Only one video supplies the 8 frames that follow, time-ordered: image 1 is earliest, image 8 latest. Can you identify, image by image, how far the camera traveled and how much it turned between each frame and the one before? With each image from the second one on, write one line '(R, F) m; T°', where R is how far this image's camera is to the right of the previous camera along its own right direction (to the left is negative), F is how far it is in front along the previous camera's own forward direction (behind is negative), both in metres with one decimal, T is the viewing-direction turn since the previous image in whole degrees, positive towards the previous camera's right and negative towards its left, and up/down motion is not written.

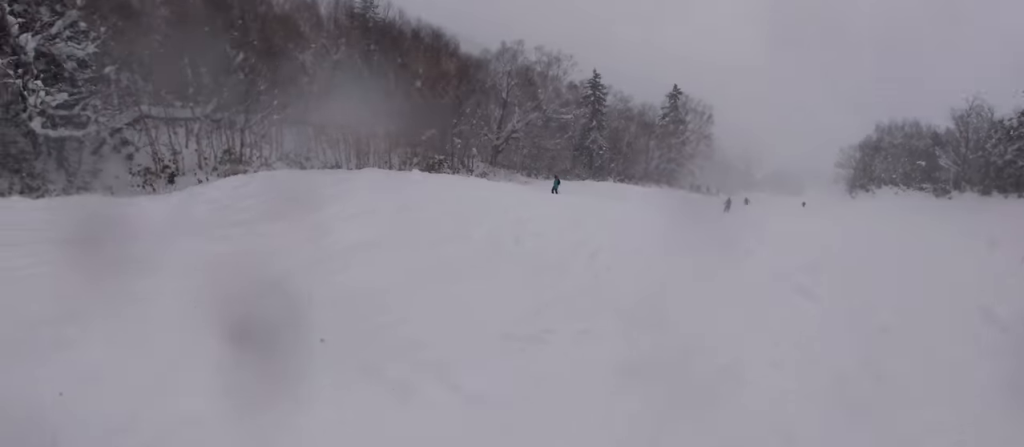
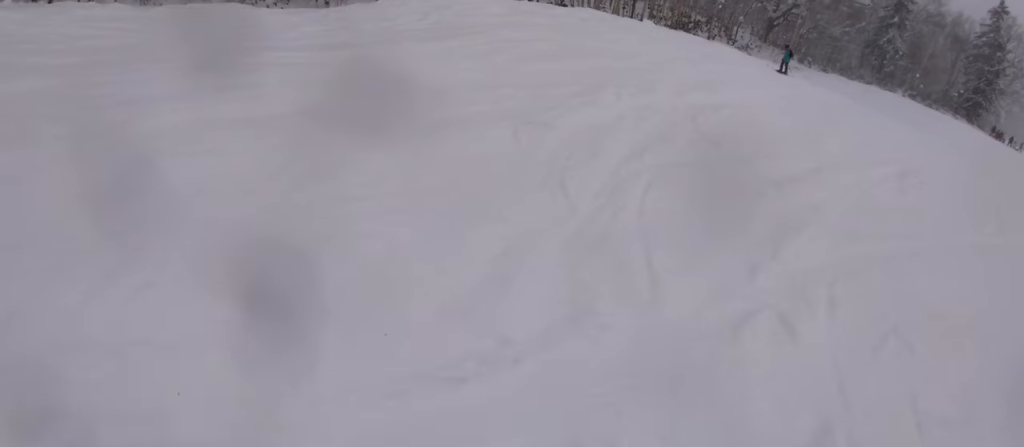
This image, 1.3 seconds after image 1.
(0.0, +6.3) m; 0°
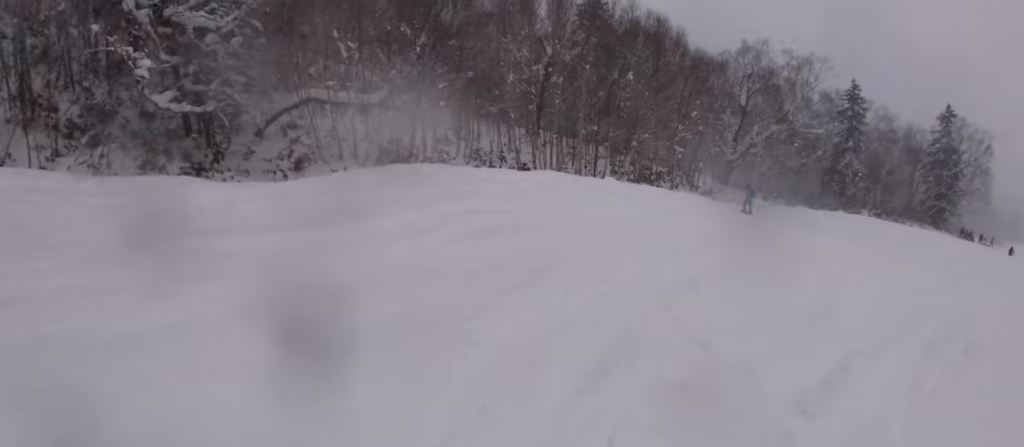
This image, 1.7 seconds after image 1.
(0.0, +2.2) m; 0°
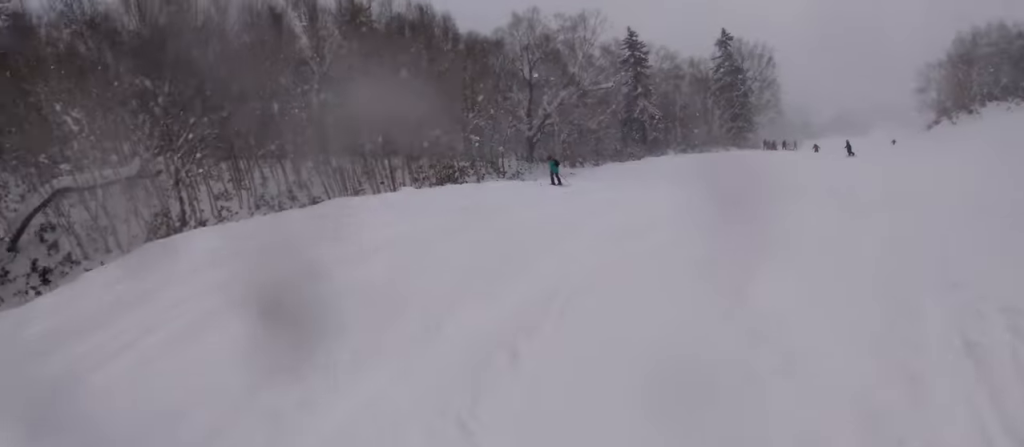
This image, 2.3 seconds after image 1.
(0.0, +2.8) m; 0°
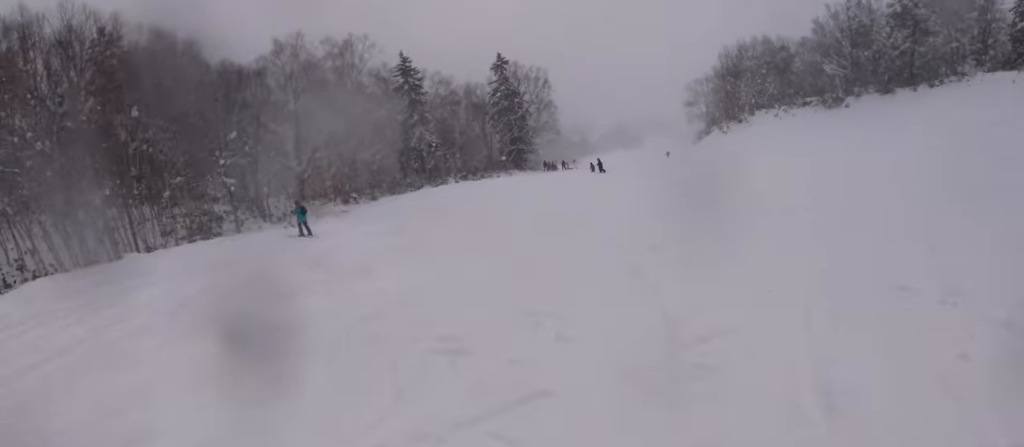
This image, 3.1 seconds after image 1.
(0.0, +3.6) m; -2°
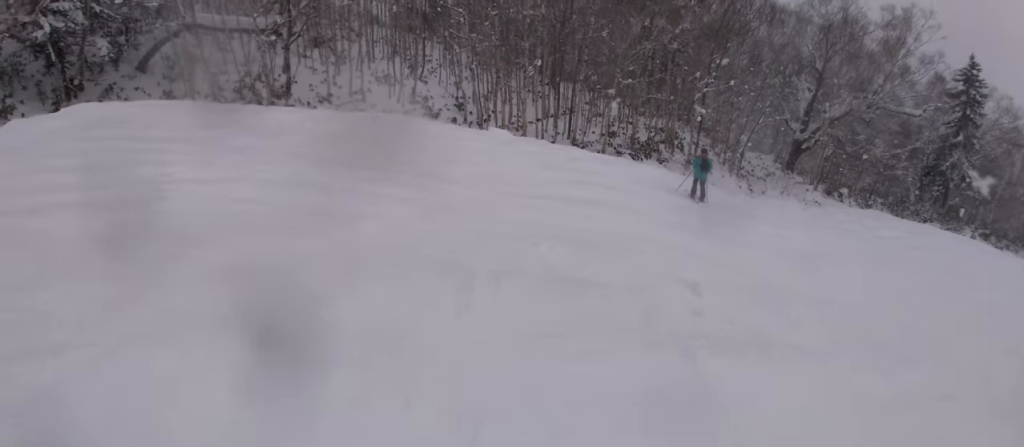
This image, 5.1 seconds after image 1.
(-1.7, +7.0) m; -40°
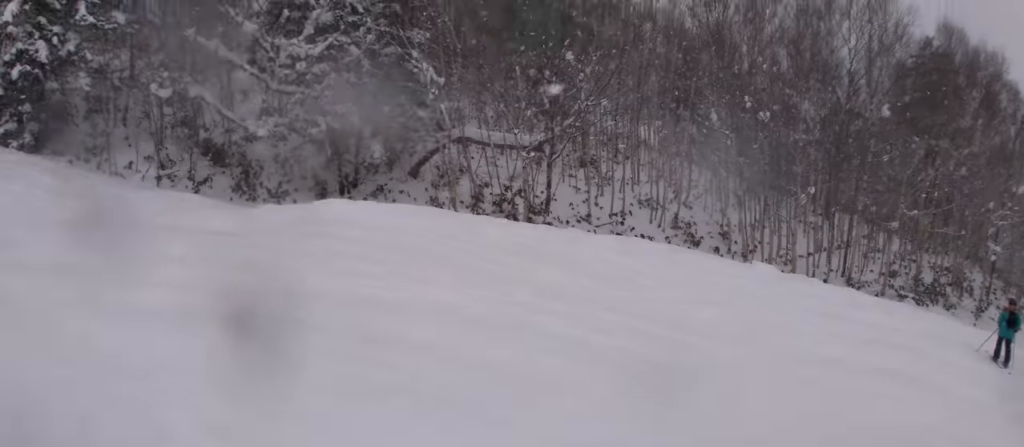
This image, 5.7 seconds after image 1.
(-0.4, +1.9) m; -12°
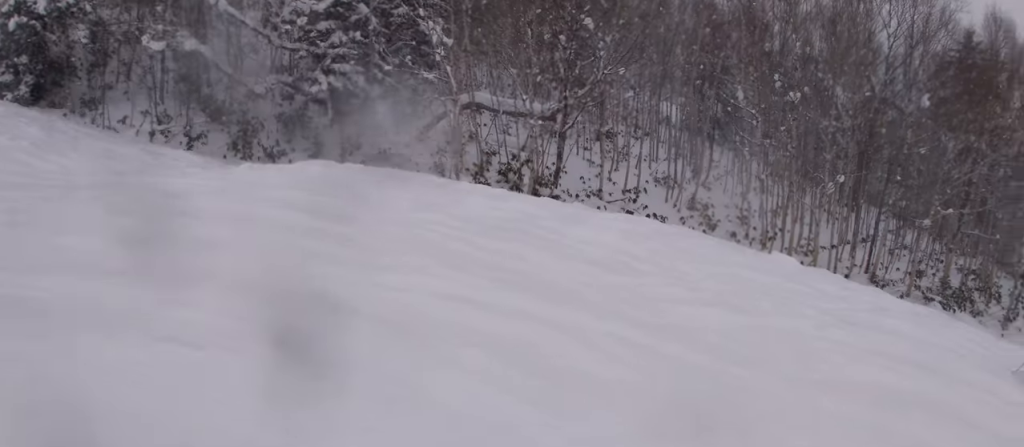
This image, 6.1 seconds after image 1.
(0.0, +1.4) m; -7°
